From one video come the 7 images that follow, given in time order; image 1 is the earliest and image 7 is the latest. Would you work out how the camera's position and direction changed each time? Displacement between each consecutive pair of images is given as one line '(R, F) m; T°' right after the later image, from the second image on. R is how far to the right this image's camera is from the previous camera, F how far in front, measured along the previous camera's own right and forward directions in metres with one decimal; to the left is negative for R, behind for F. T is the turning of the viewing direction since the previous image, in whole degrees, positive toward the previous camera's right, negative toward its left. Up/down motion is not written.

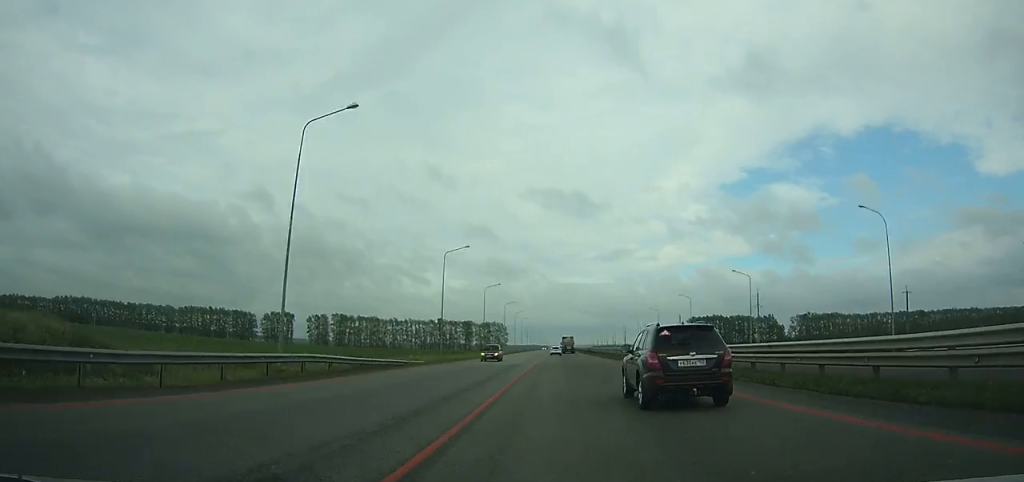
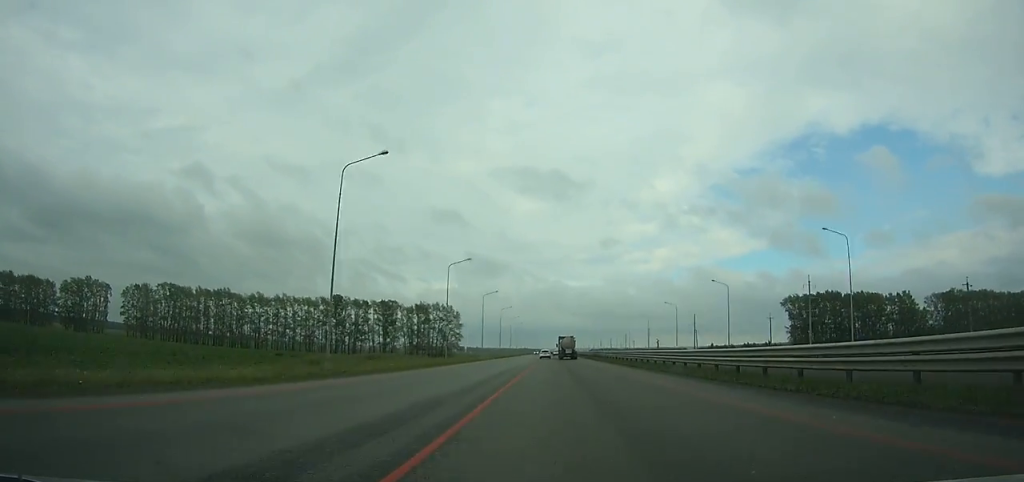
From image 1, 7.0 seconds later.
(+0.5, +199.5) m; 0°
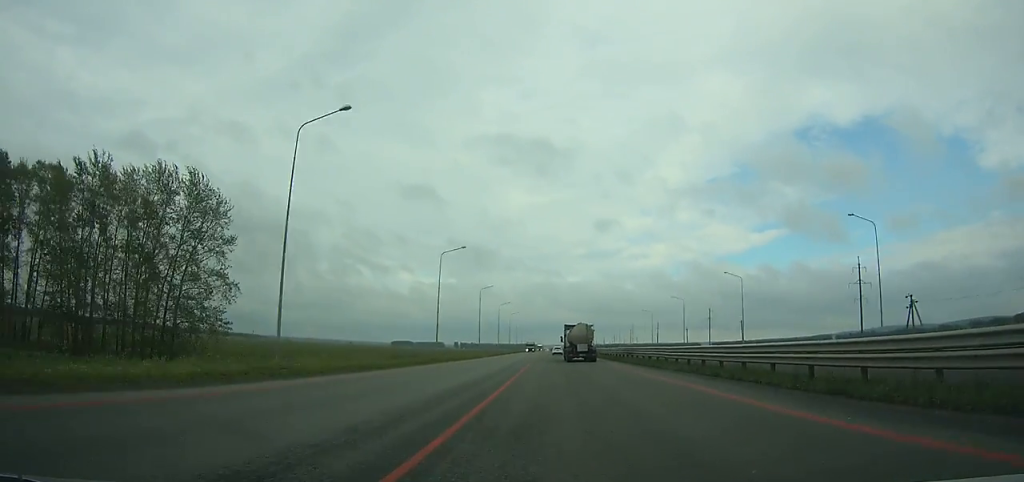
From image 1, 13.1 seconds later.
(+1.2, +177.7) m; +1°
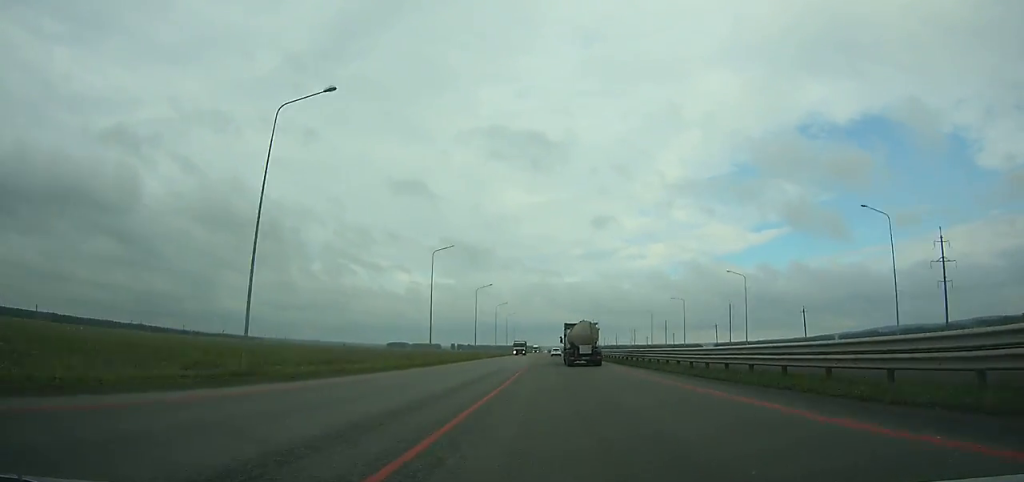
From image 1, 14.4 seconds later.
(0.0, +38.0) m; 0°
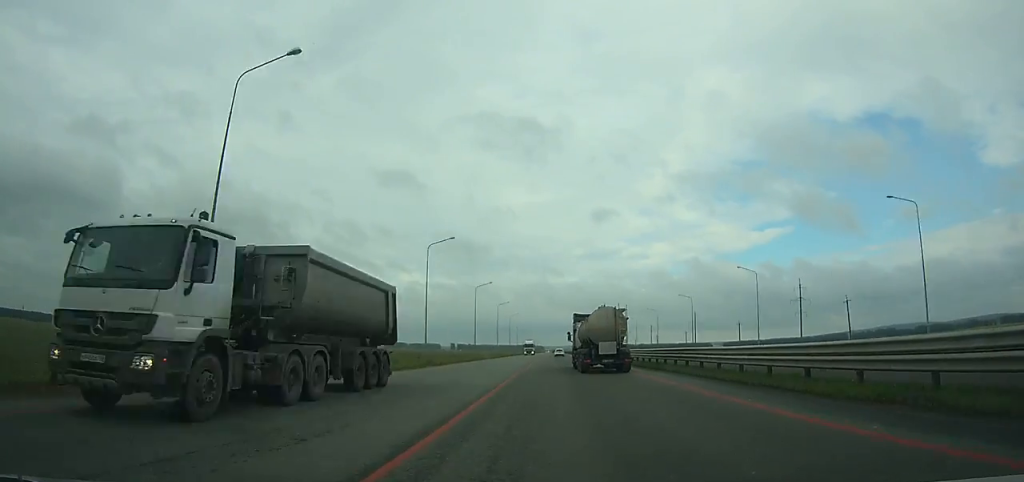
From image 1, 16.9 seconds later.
(-0.1, +73.1) m; 0°
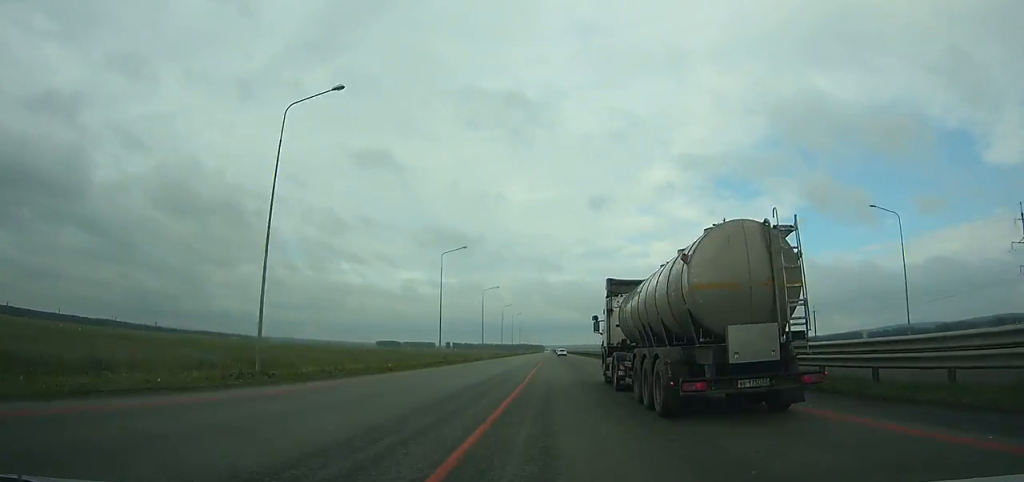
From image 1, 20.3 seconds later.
(-0.7, +99.9) m; 0°
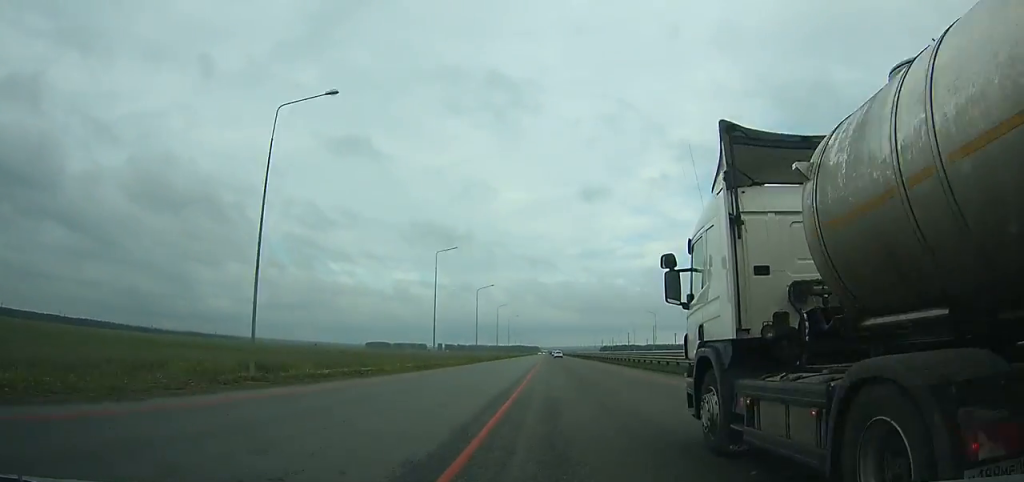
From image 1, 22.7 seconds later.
(+0.2, +70.7) m; +1°
